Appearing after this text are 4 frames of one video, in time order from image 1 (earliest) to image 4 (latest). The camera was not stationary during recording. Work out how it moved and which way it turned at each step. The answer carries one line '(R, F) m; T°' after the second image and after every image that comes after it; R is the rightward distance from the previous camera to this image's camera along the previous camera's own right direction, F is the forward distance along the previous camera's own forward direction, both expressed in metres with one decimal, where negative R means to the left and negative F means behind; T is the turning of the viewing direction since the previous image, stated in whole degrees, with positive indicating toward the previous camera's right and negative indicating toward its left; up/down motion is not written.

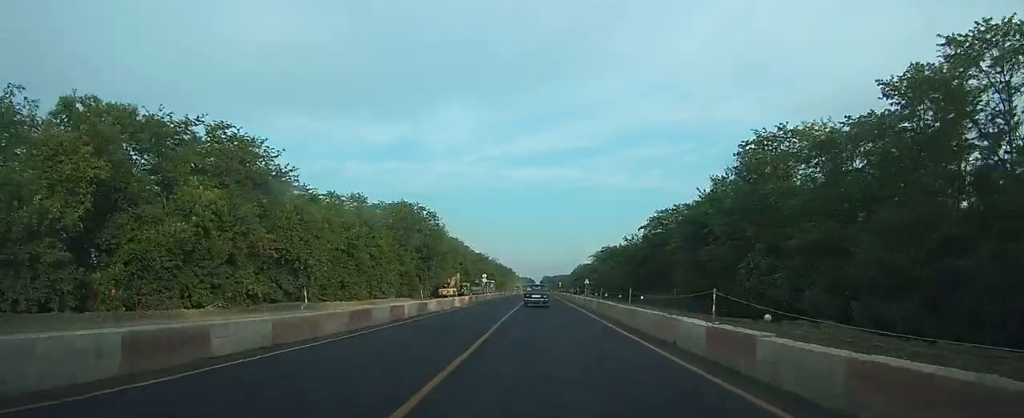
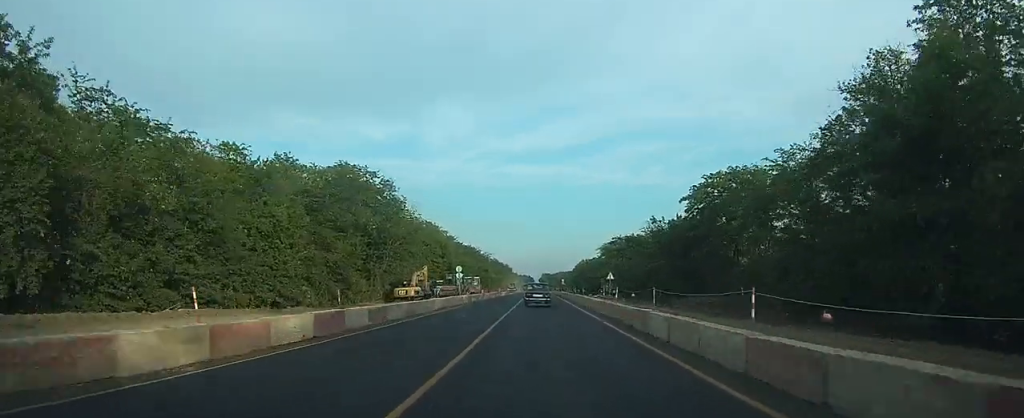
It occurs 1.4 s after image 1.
(0.0, +30.9) m; 0°
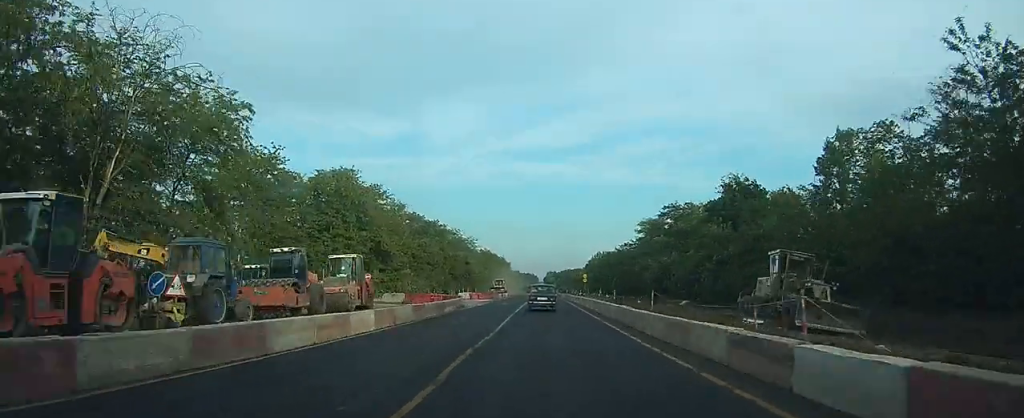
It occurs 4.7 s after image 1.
(0.0, +68.8) m; 0°
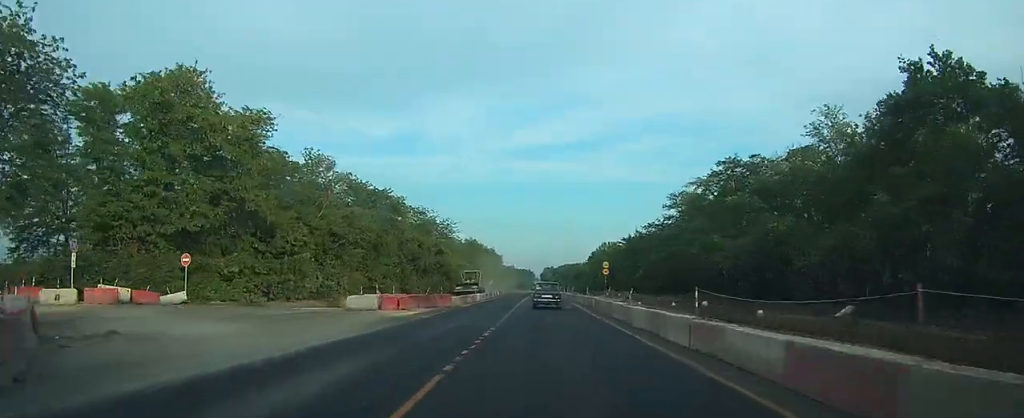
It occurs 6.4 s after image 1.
(+0.1, +36.3) m; 0°
